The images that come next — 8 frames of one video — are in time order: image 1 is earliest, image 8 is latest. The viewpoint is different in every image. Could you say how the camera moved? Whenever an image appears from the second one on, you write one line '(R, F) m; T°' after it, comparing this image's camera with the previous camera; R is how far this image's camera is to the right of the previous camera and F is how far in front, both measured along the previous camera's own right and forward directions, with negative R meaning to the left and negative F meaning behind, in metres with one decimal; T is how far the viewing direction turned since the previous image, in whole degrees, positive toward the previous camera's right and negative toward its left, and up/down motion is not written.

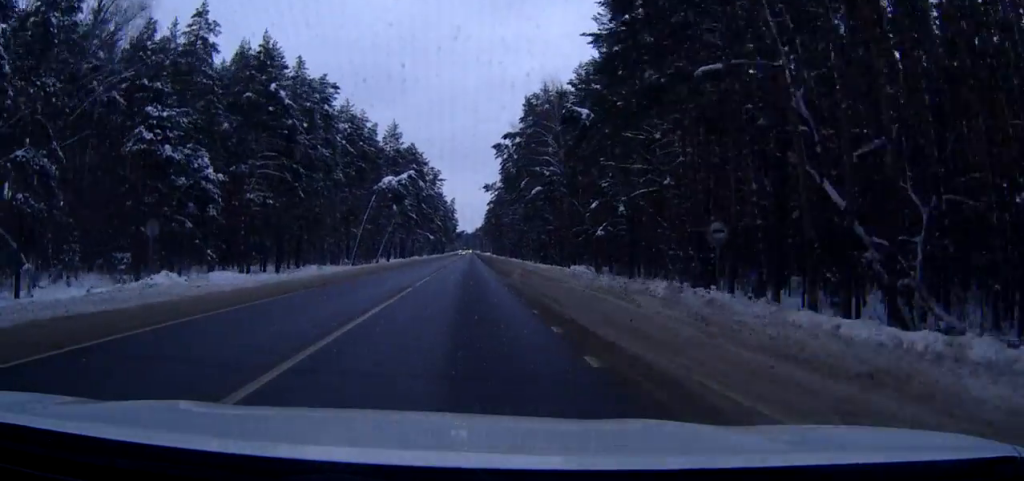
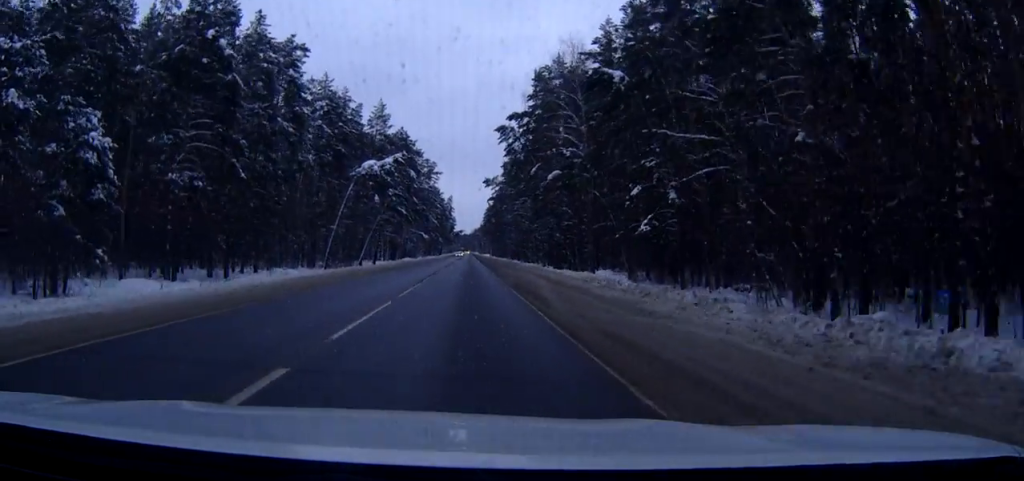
(+0.1, +18.6) m; 0°
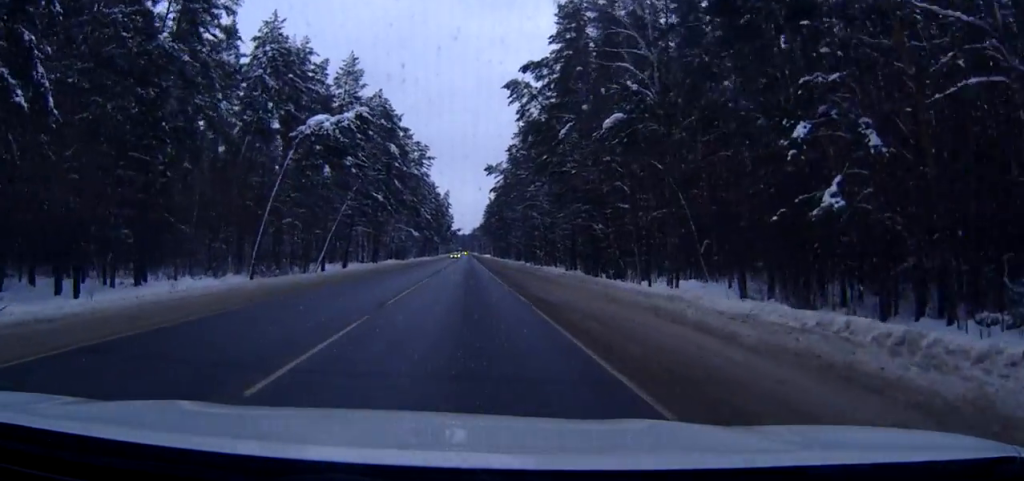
(-0.2, +28.7) m; -1°
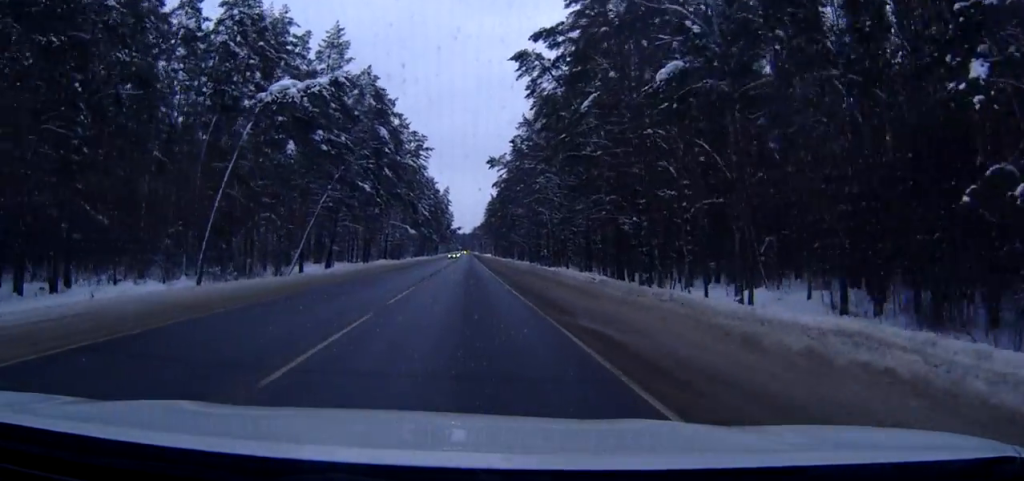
(0.0, +11.5) m; 0°
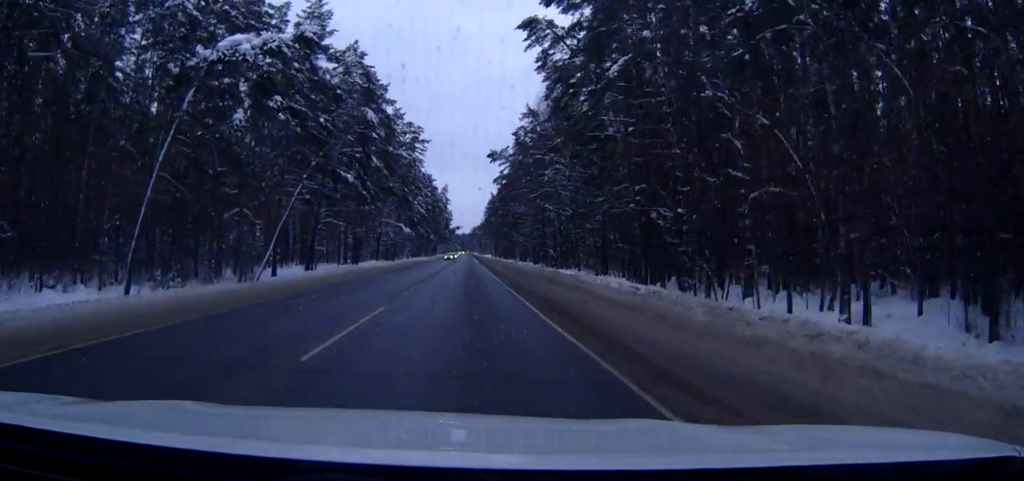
(0.0, +10.1) m; 0°
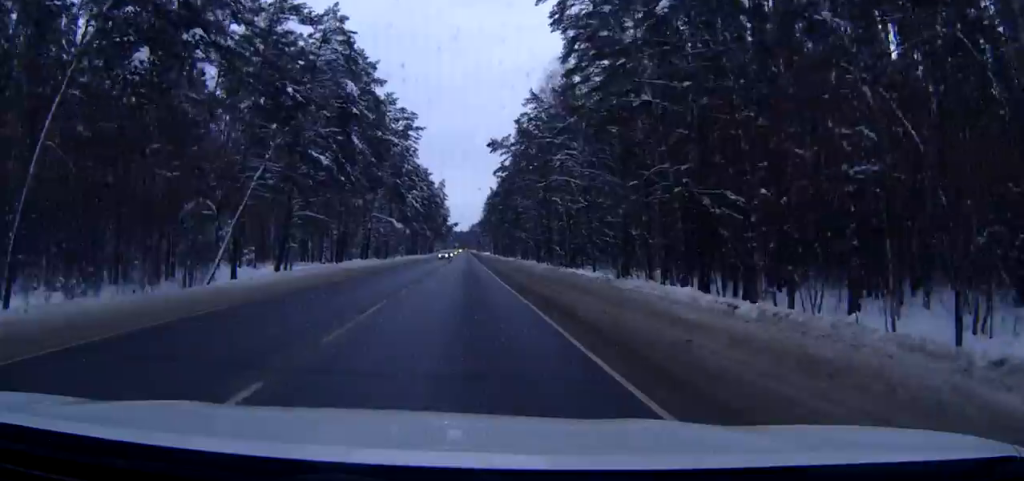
(0.0, +10.8) m; 0°
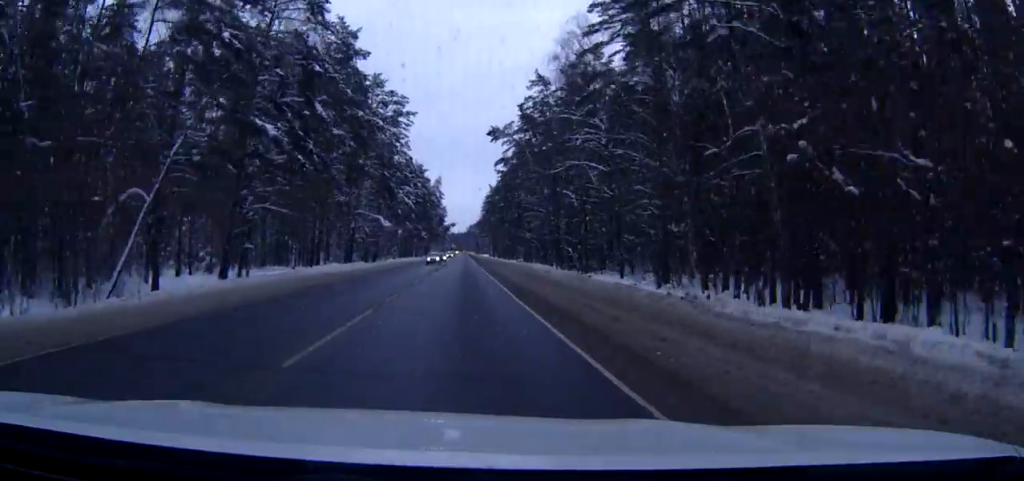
(0.0, +13.7) m; 0°
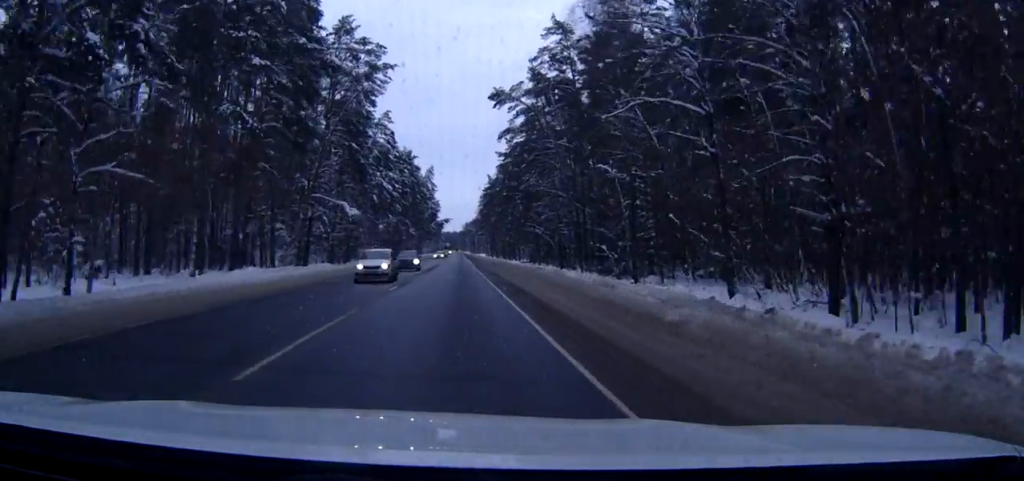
(+0.1, +25.3) m; 0°
